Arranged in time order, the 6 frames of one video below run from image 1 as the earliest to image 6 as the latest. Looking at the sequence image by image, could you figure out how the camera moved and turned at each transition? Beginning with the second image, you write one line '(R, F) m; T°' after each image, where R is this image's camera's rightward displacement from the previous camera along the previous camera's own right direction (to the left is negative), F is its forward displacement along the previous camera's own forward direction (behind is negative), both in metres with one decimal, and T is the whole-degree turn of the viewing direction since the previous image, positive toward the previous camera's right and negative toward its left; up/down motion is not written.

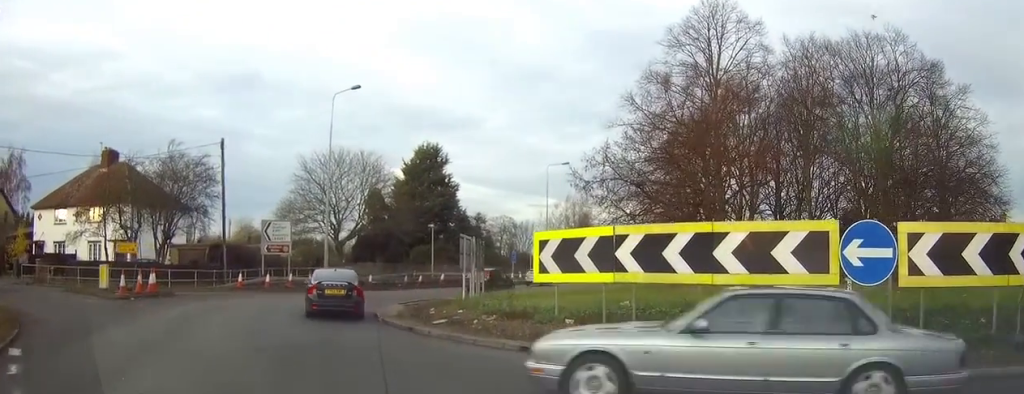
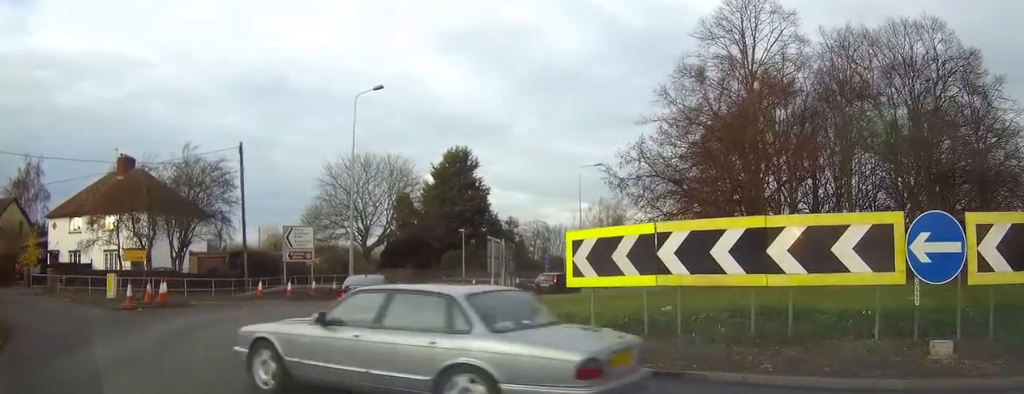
(0.0, +1.8) m; -5°
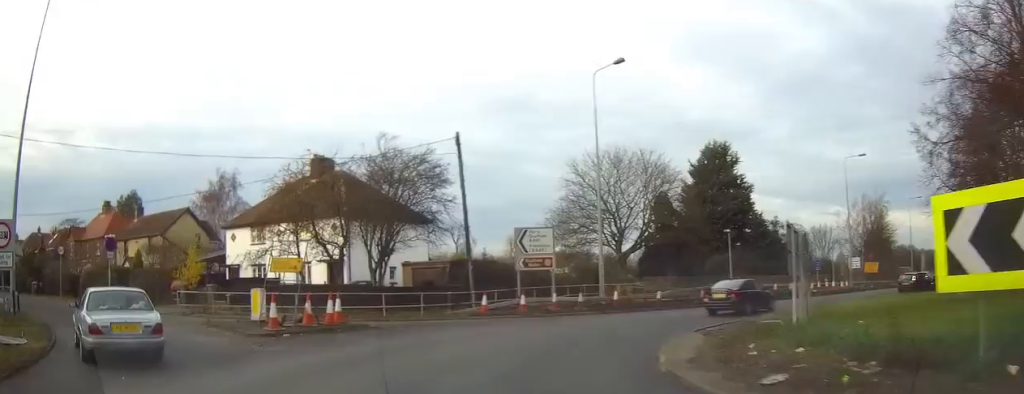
(-0.7, +4.2) m; -16°
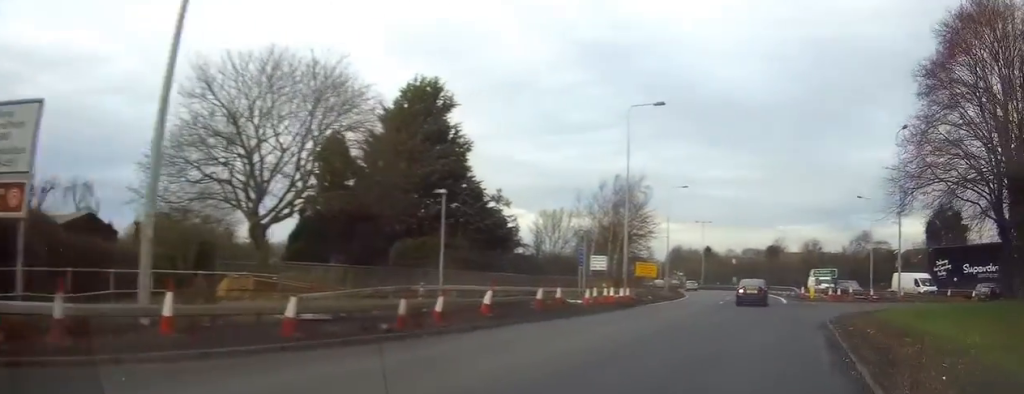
(+1.9, +20.2) m; +26°
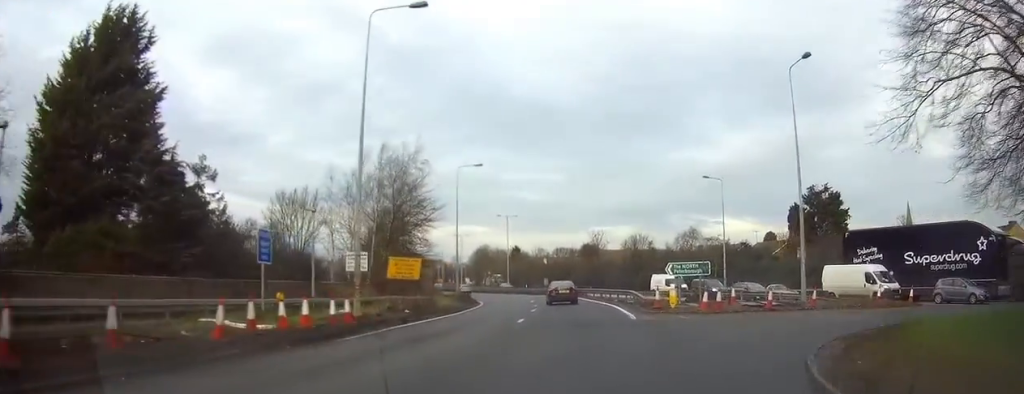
(+3.9, +15.4) m; +18°
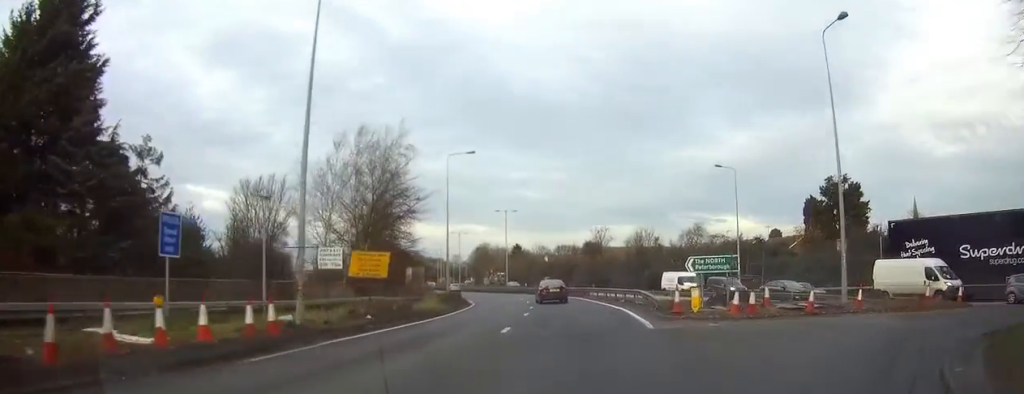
(+0.2, +5.0) m; +1°
